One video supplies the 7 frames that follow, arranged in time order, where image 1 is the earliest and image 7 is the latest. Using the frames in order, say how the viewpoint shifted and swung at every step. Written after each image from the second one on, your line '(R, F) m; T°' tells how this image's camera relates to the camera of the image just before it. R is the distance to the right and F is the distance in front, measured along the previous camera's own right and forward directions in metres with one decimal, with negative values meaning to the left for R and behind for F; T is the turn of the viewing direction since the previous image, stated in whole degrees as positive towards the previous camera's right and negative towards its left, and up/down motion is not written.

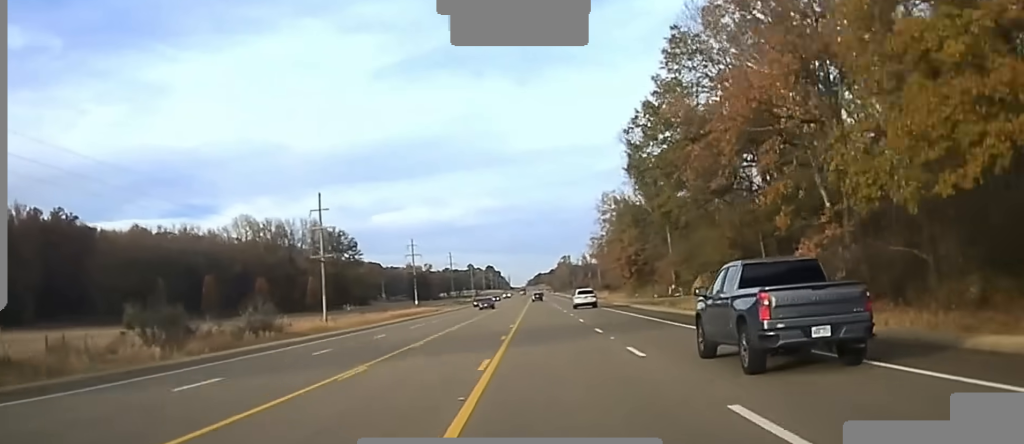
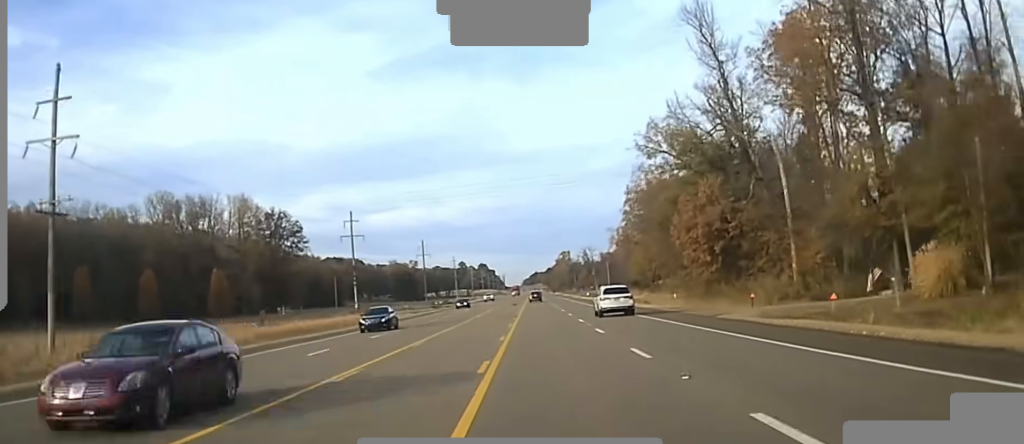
(+0.2, +70.9) m; 0°
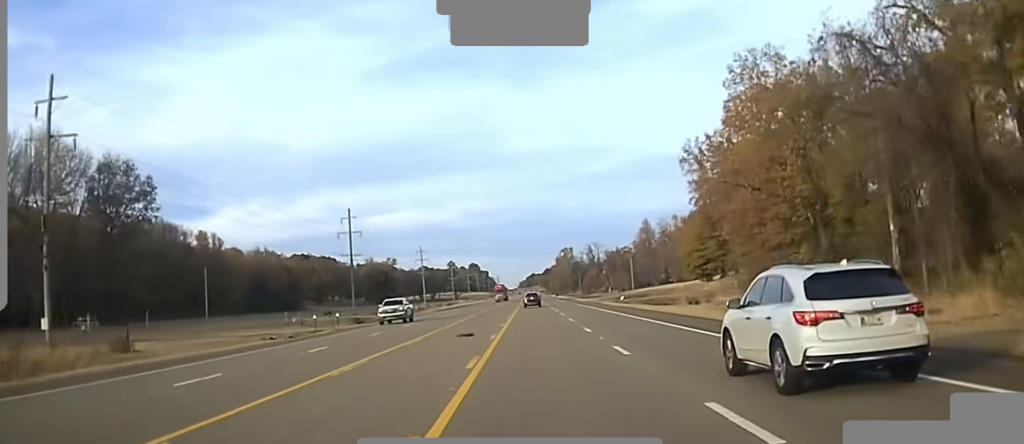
(+0.8, +92.0) m; +1°
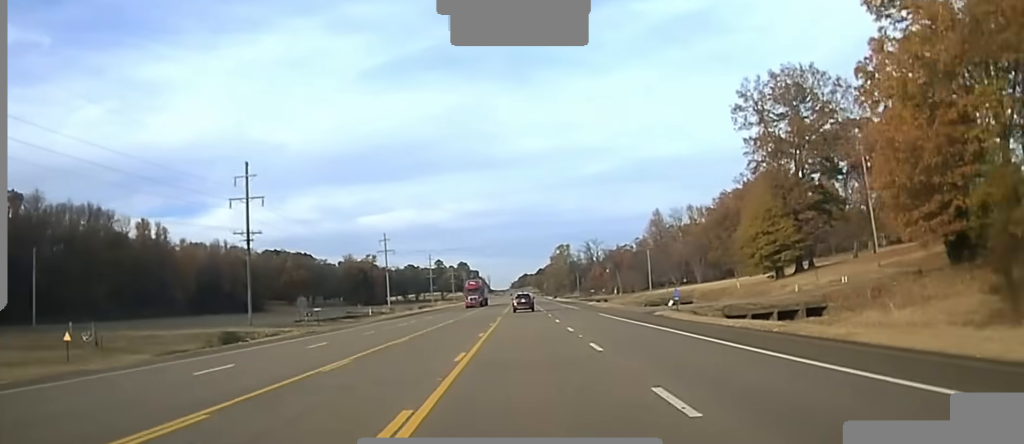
(0.0, +46.7) m; 0°
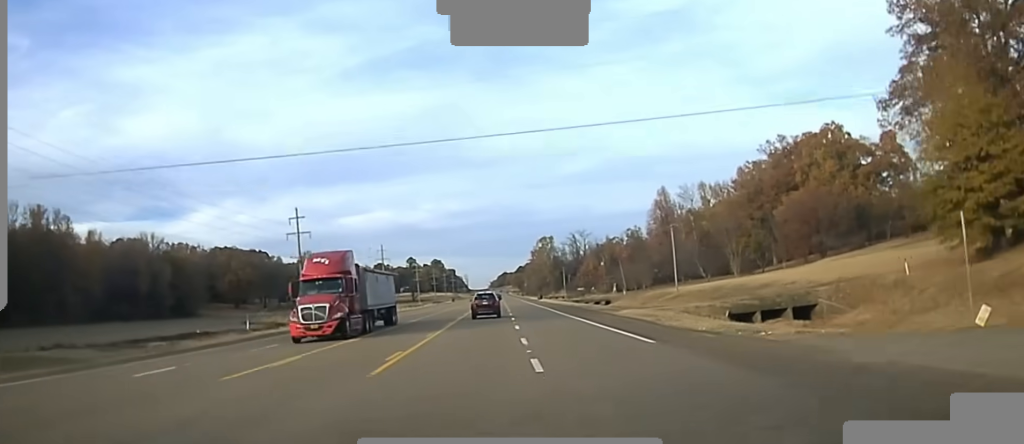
(0.0, +56.7) m; 0°
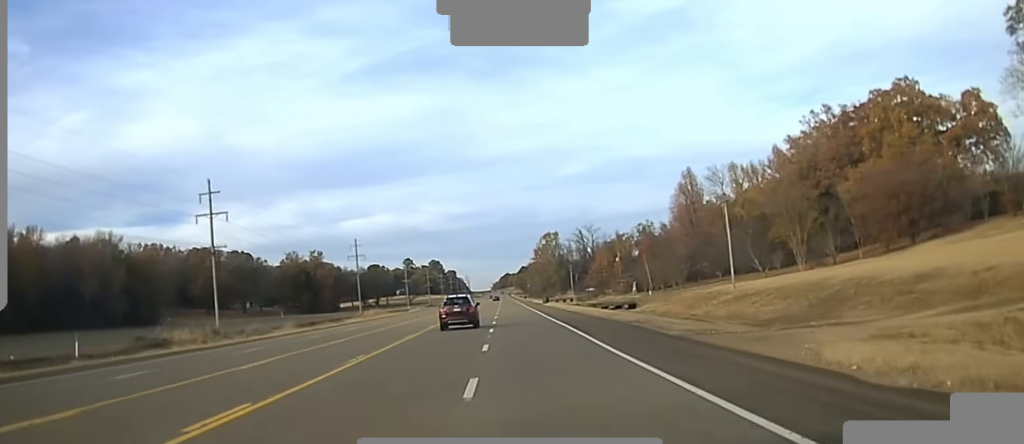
(0.0, +35.7) m; 0°
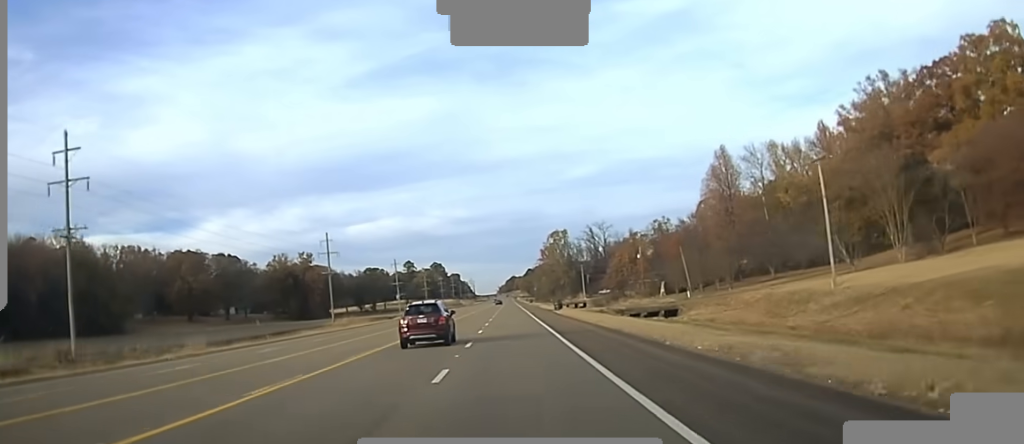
(0.0, +30.6) m; 0°
